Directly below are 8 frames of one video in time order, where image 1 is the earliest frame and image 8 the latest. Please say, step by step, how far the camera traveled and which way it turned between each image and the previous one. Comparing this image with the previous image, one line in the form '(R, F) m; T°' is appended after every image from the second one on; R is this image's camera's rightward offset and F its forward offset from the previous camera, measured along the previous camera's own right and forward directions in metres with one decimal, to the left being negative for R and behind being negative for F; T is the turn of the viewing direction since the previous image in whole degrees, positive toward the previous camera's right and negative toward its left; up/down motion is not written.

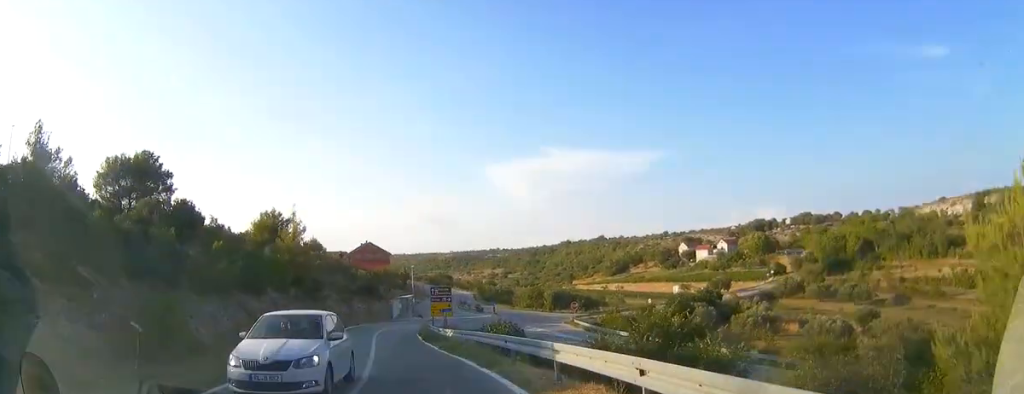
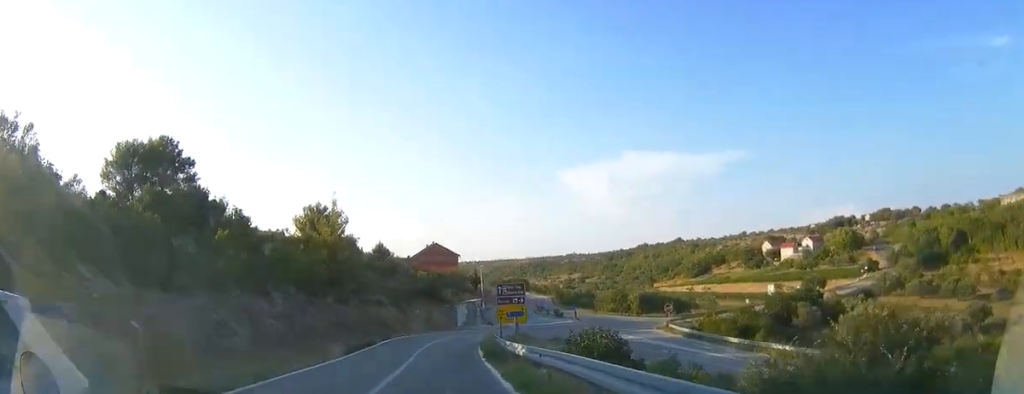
(-0.8, +9.3) m; -6°
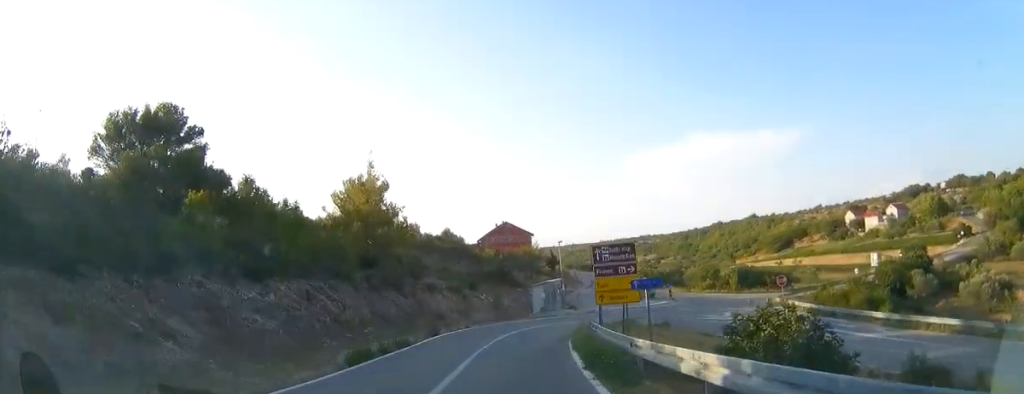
(-0.4, +8.9) m; -3°
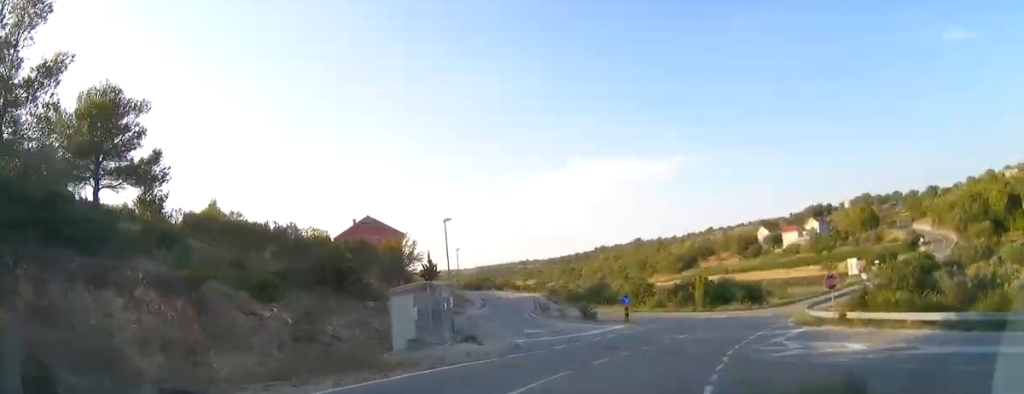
(+1.0, +23.1) m; +11°
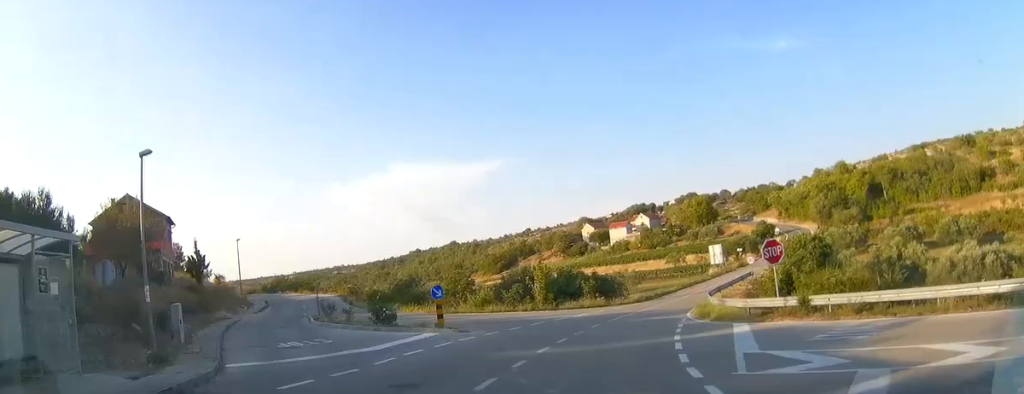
(+1.1, +14.1) m; +12°
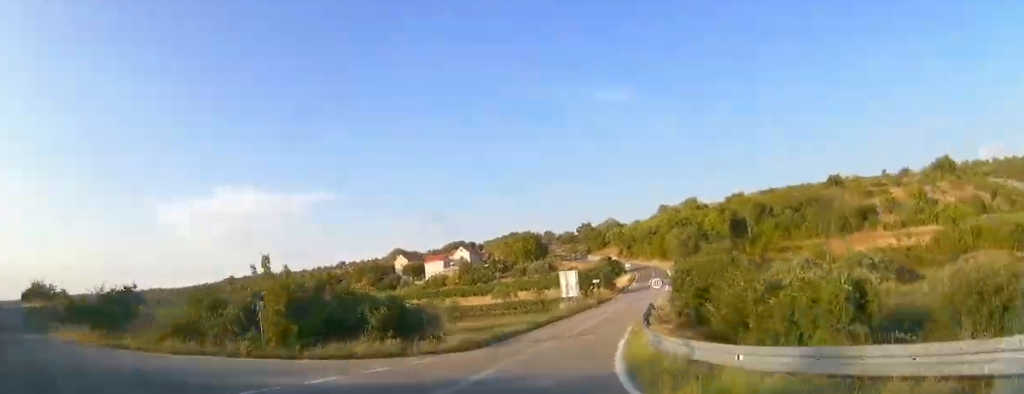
(+1.9, +18.1) m; +17°
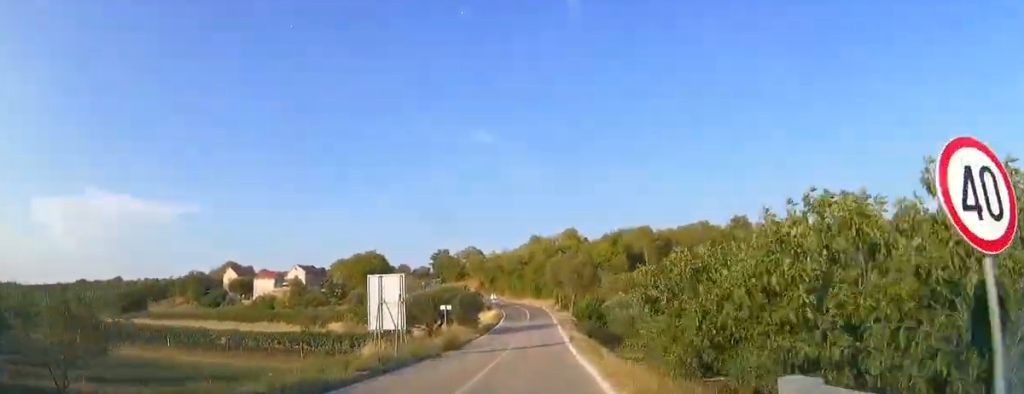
(+4.3, +22.4) m; +15°
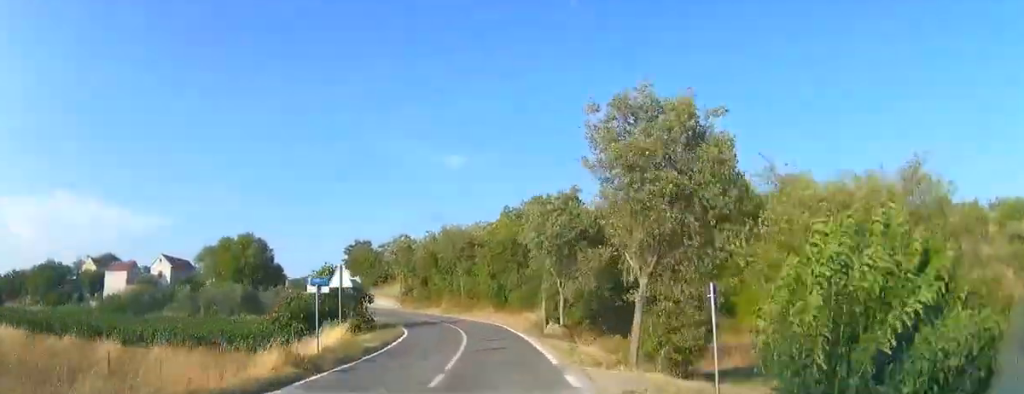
(+3.5, +39.7) m; +4°
